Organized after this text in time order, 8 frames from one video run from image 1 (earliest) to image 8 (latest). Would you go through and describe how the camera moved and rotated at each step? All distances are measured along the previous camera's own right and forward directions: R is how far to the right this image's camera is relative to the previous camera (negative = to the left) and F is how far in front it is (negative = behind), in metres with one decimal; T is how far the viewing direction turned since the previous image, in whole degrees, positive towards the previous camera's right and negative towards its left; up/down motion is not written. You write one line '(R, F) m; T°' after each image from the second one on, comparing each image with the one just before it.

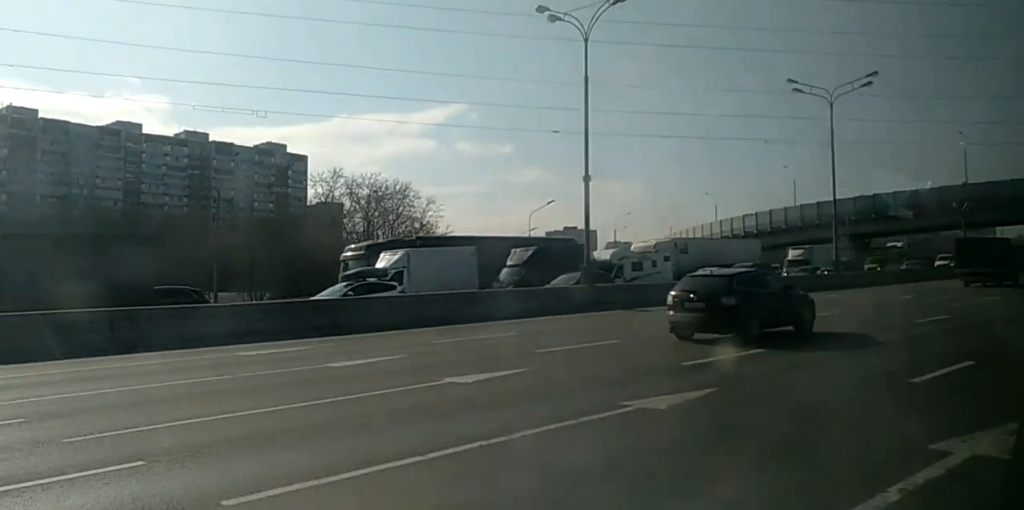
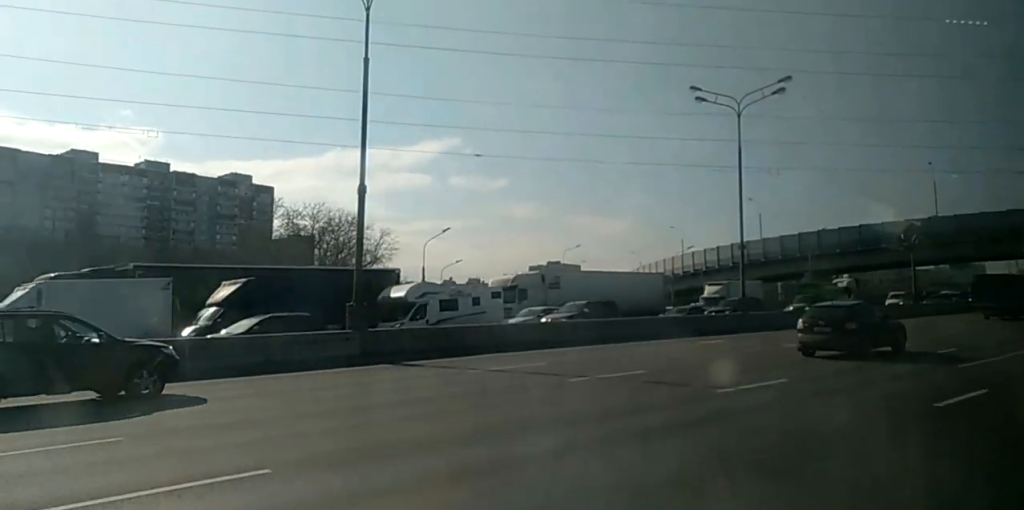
(0.0, +10.5) m; 0°
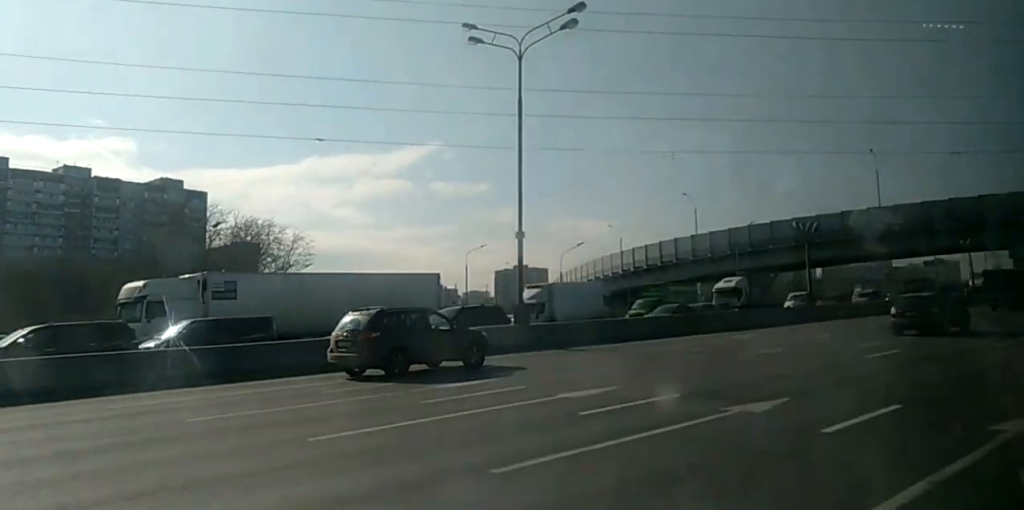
(0.0, +15.8) m; 0°
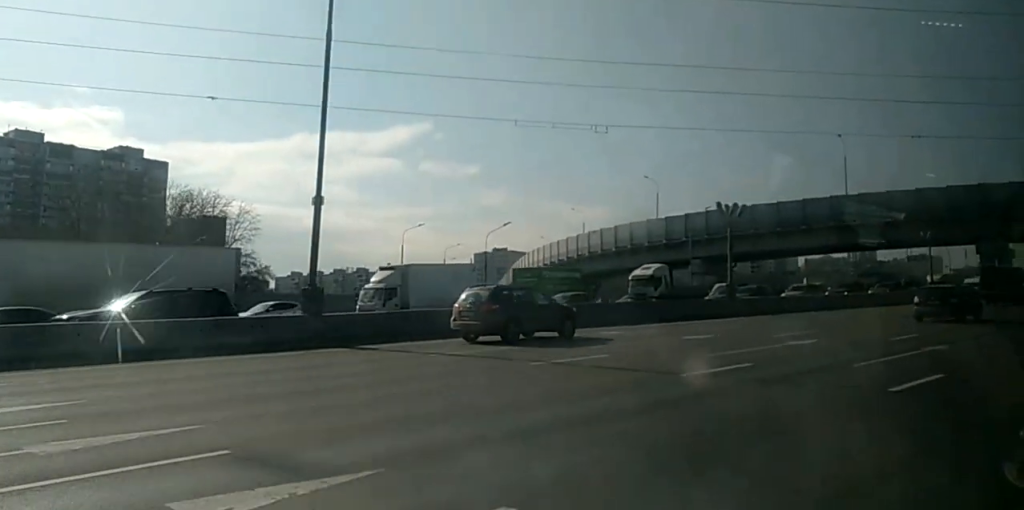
(0.0, +8.4) m; 0°
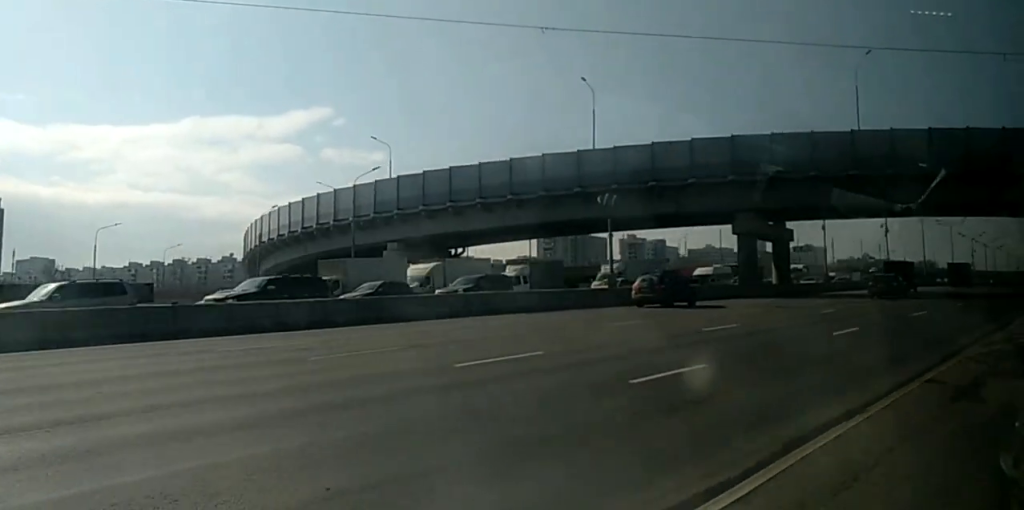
(0.0, +37.2) m; 0°
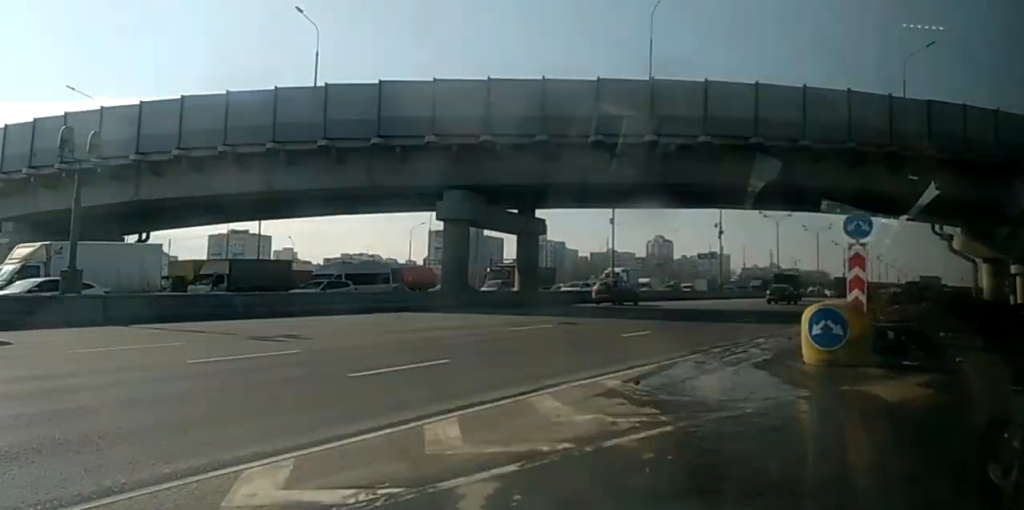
(0.0, +24.6) m; +2°
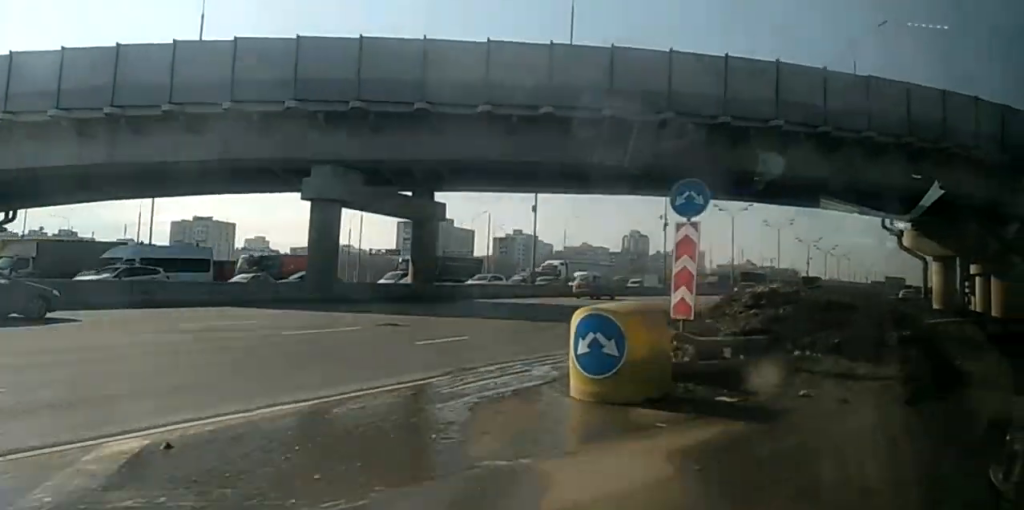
(+0.3, +7.6) m; +2°
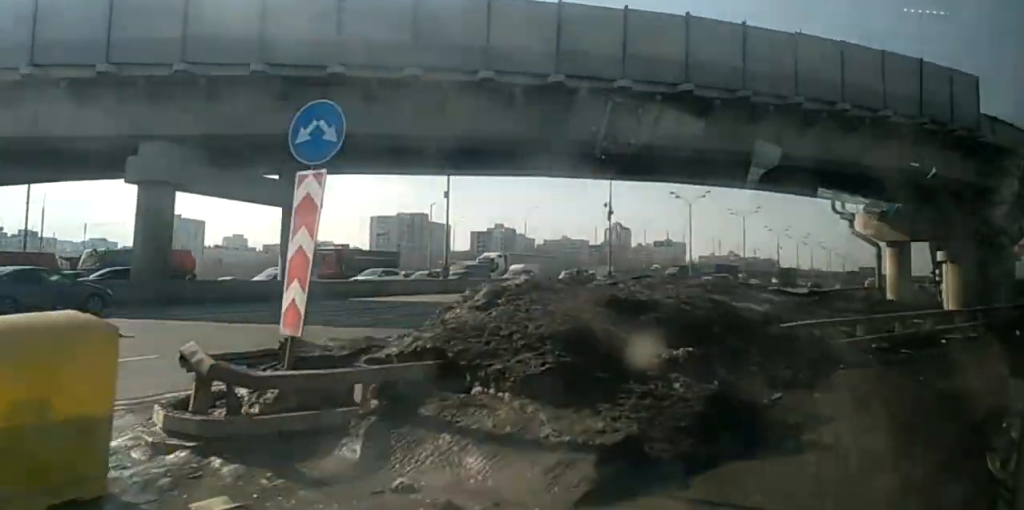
(+0.1, +7.6) m; +2°
